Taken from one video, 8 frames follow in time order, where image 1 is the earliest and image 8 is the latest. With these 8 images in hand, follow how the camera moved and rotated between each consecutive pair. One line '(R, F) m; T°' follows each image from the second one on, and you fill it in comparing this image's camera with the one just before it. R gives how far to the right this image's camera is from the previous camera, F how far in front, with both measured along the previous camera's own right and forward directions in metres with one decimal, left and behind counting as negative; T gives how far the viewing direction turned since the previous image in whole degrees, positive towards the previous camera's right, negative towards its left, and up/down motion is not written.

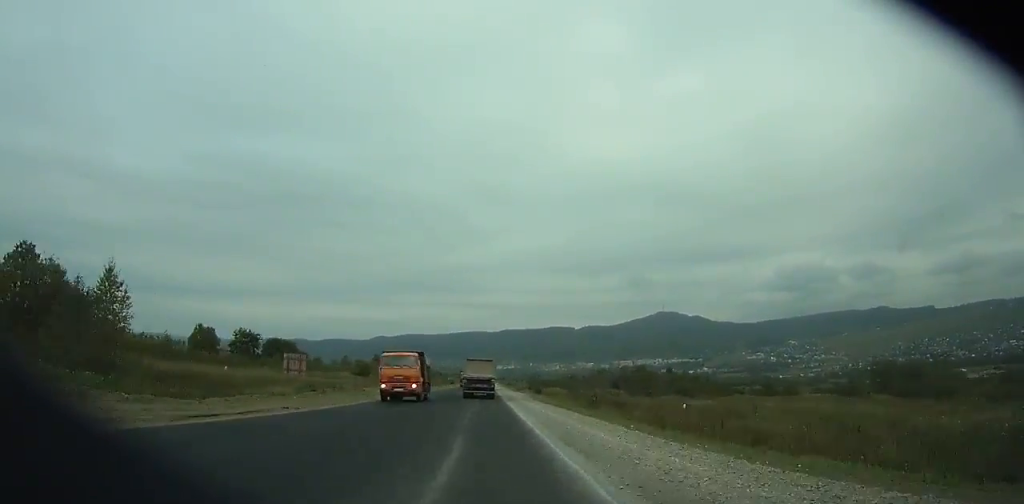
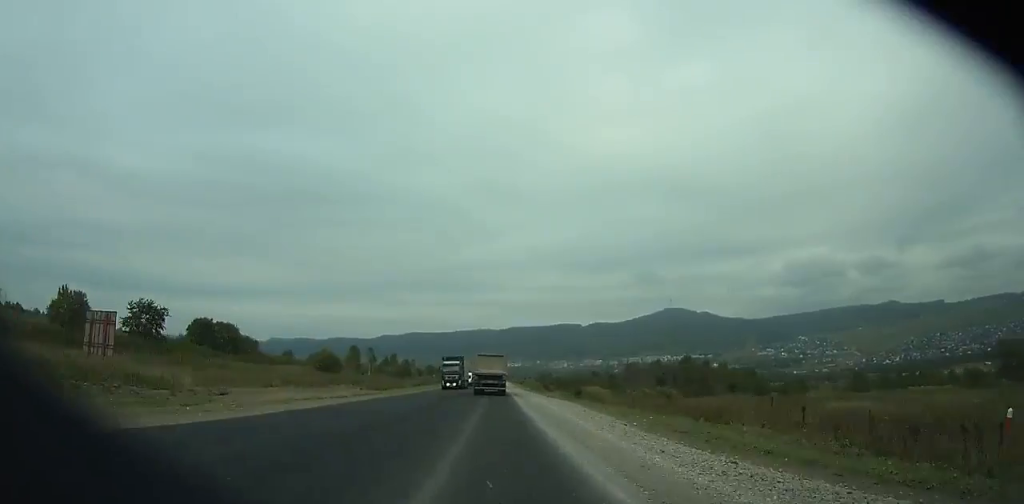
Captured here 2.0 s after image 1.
(-0.1, +39.2) m; 0°
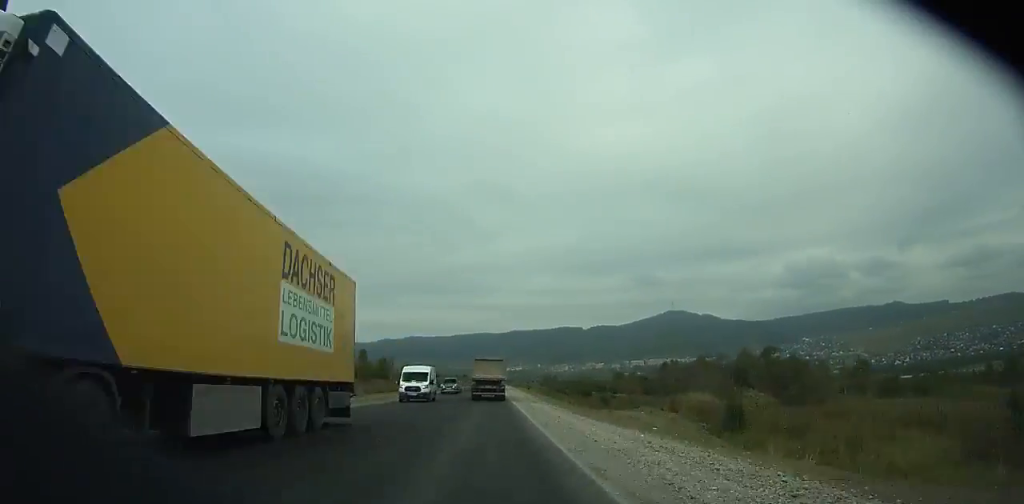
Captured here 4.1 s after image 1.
(0.0, +41.3) m; 0°
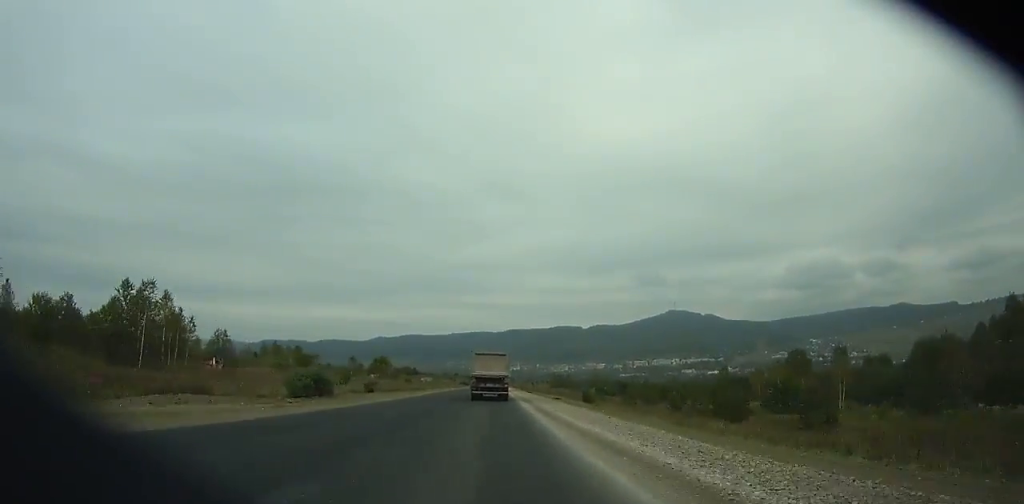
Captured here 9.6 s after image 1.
(0.0, +109.2) m; 0°
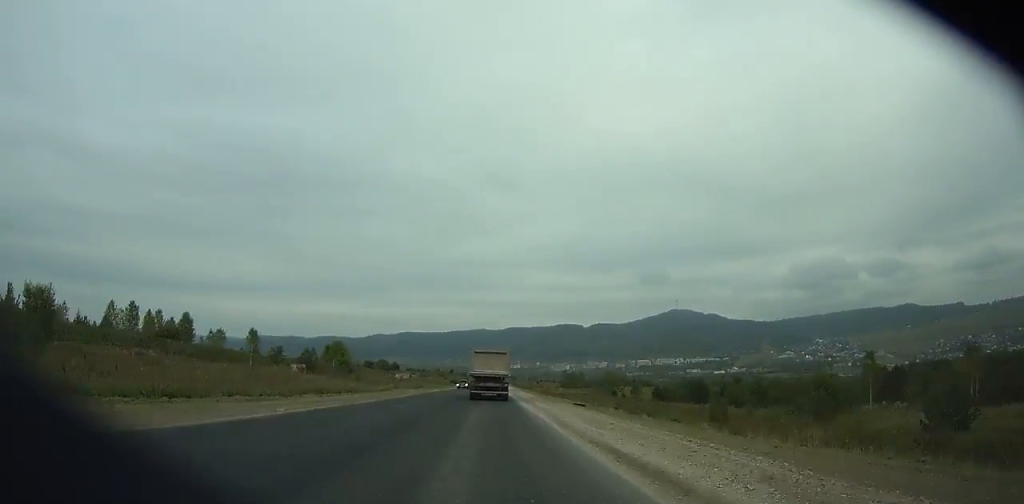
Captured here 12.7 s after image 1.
(+0.2, +61.6) m; 0°
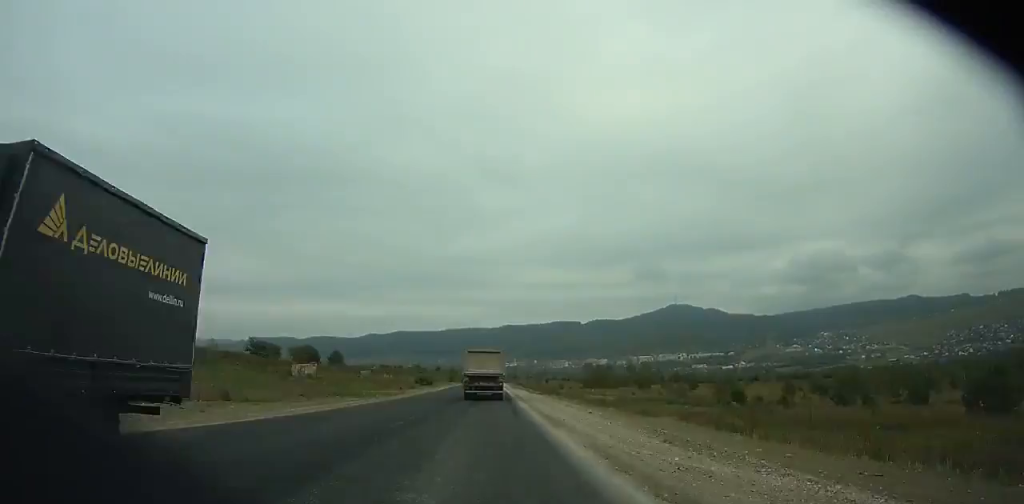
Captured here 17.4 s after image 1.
(+0.5, +93.1) m; 0°
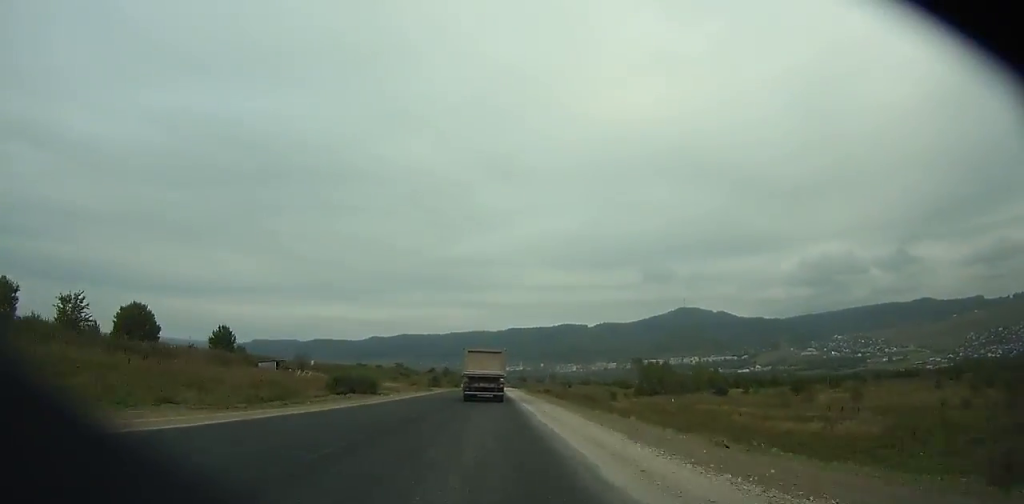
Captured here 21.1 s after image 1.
(-0.1, +73.5) m; 0°
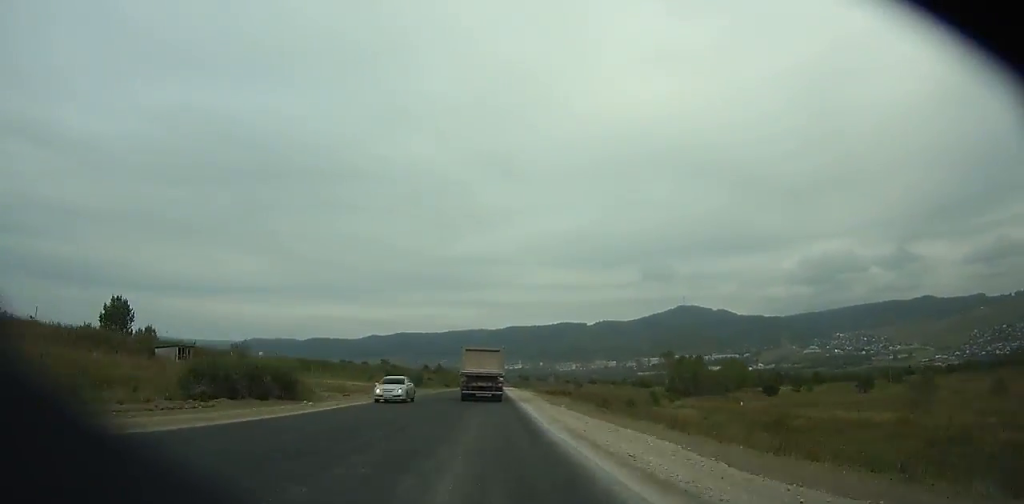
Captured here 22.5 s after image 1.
(0.0, +27.8) m; 0°
